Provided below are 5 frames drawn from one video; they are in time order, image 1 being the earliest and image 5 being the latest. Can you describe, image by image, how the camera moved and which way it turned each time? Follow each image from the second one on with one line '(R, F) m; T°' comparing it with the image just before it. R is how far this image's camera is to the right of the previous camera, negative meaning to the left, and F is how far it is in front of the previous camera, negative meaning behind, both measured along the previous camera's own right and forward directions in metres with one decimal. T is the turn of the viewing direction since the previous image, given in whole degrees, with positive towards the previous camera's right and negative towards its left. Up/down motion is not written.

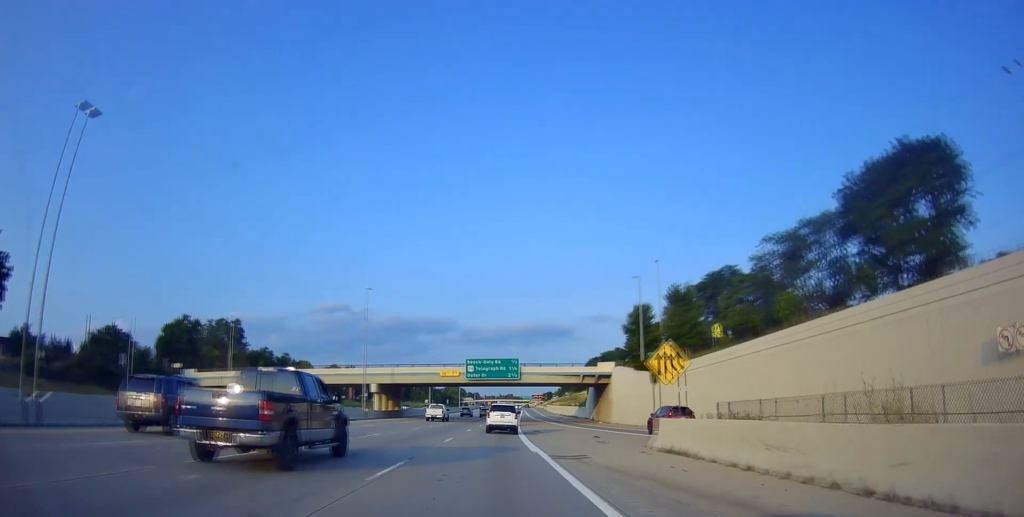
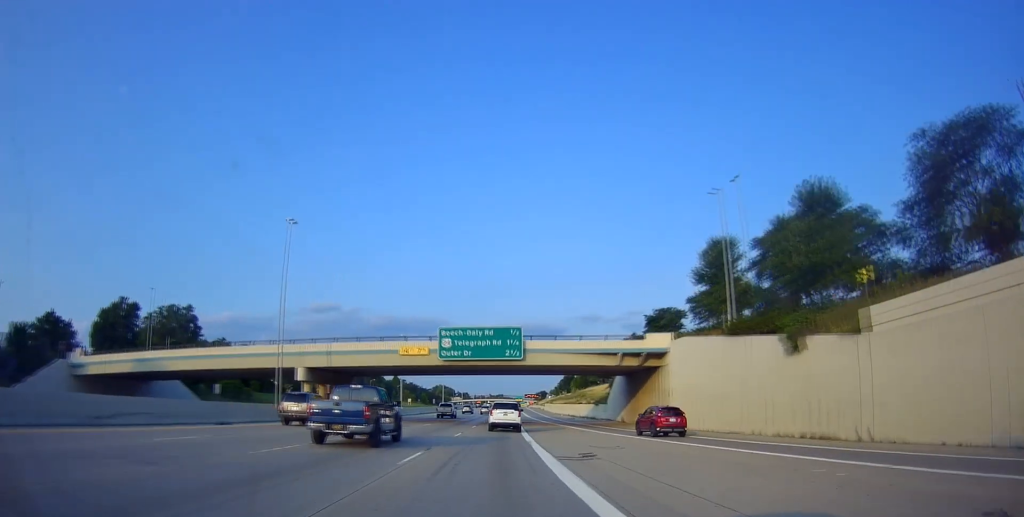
(+0.2, +27.2) m; 0°
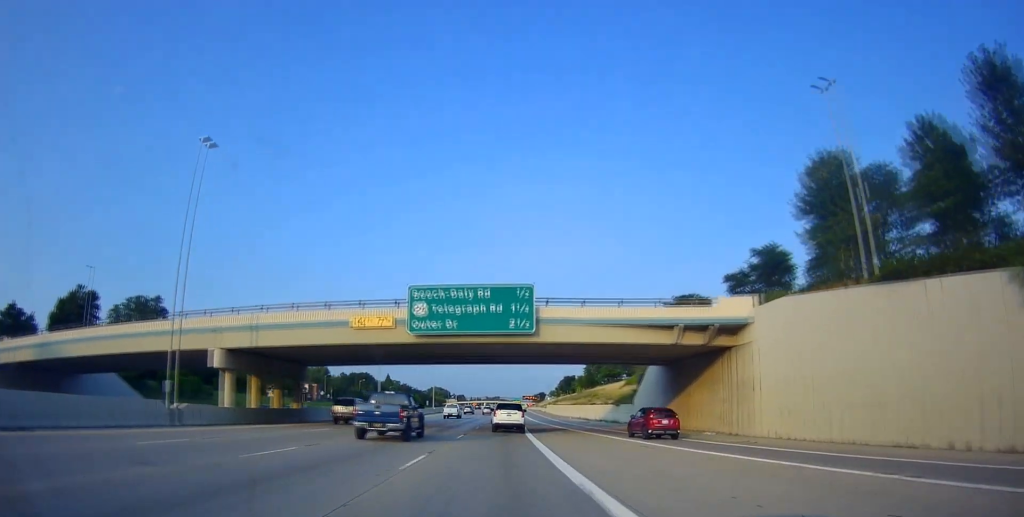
(0.0, +16.3) m; 0°
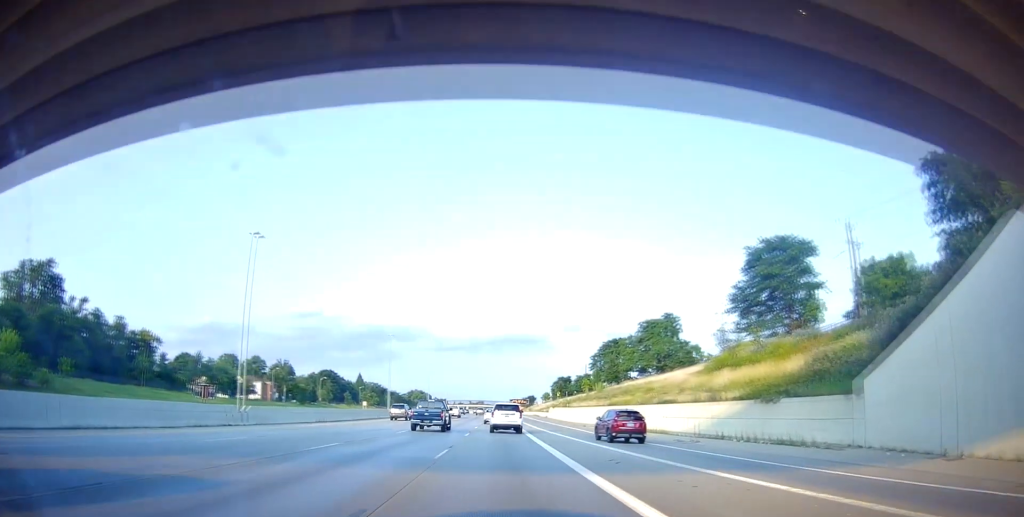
(0.0, +42.3) m; +1°
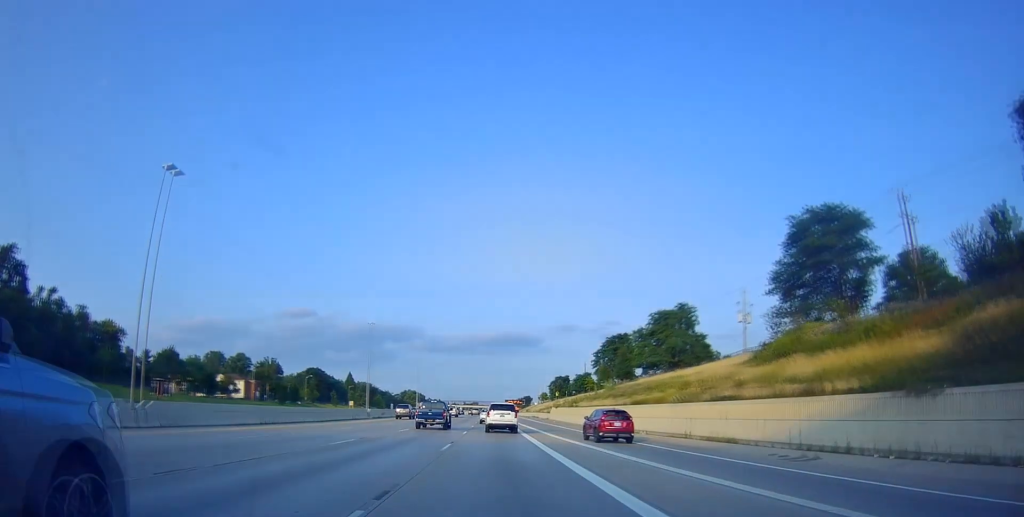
(+0.1, +12.5) m; +1°
